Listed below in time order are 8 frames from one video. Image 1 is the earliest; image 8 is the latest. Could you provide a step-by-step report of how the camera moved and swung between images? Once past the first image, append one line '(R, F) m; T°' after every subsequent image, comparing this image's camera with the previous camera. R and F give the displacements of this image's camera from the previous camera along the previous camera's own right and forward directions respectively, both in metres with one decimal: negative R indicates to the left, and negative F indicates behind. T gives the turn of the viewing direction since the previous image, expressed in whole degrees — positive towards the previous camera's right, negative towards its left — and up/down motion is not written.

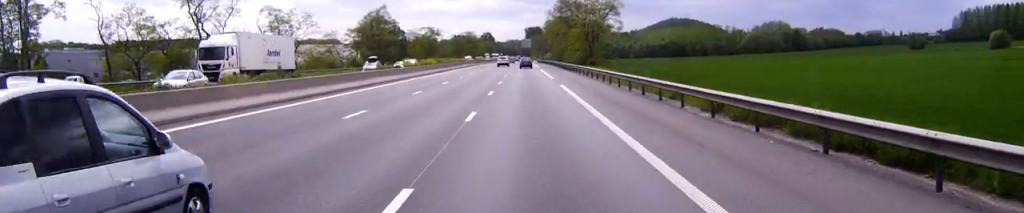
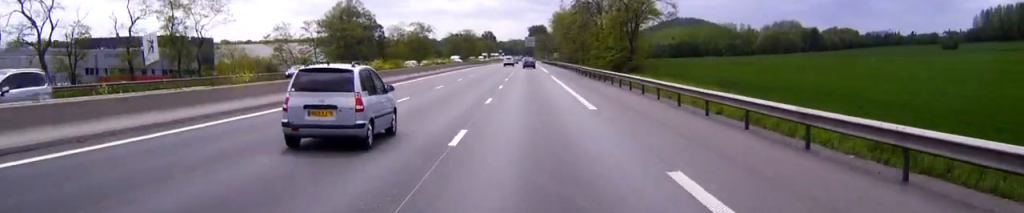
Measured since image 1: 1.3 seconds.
(-0.1, +31.0) m; 0°
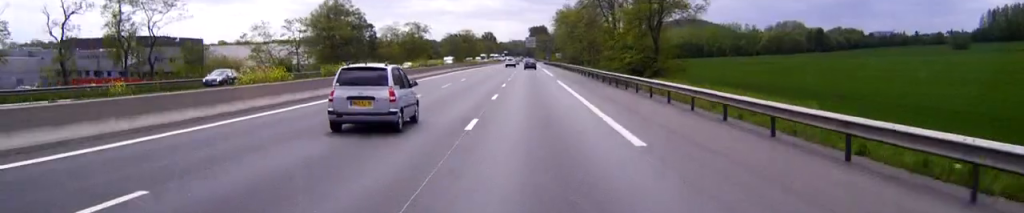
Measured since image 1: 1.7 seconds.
(0.0, +9.7) m; 0°
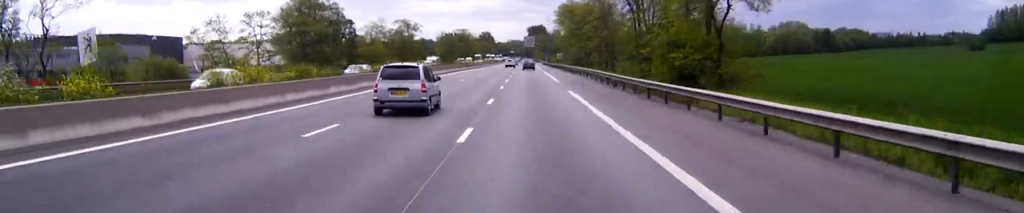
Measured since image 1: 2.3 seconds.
(0.0, +15.4) m; 0°
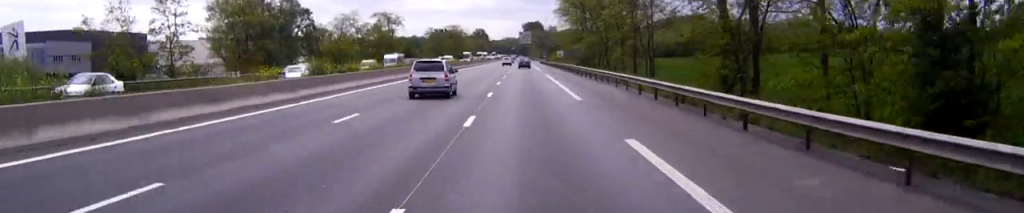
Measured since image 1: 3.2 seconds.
(+0.1, +22.7) m; 0°
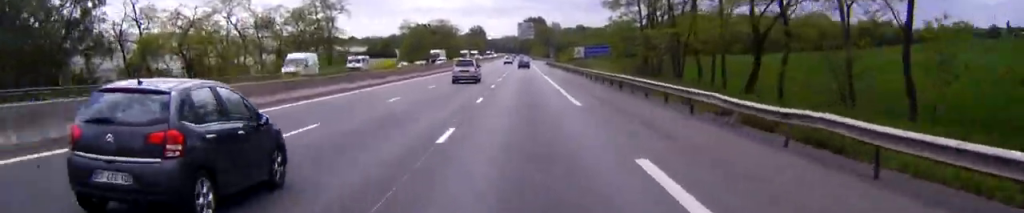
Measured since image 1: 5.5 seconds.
(-0.1, +55.5) m; 0°
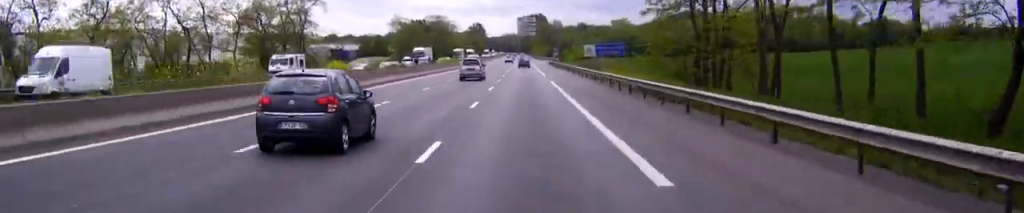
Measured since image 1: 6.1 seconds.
(0.0, +15.5) m; 0°
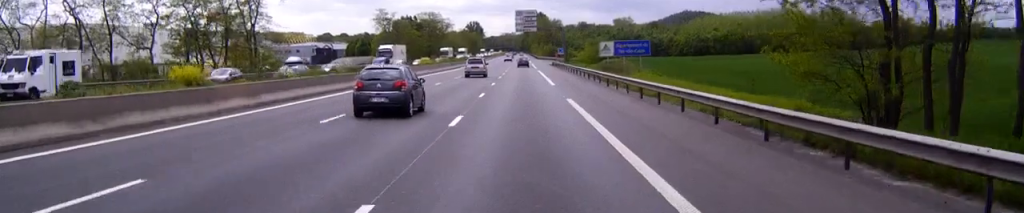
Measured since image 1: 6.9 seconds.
(0.0, +19.7) m; 0°
